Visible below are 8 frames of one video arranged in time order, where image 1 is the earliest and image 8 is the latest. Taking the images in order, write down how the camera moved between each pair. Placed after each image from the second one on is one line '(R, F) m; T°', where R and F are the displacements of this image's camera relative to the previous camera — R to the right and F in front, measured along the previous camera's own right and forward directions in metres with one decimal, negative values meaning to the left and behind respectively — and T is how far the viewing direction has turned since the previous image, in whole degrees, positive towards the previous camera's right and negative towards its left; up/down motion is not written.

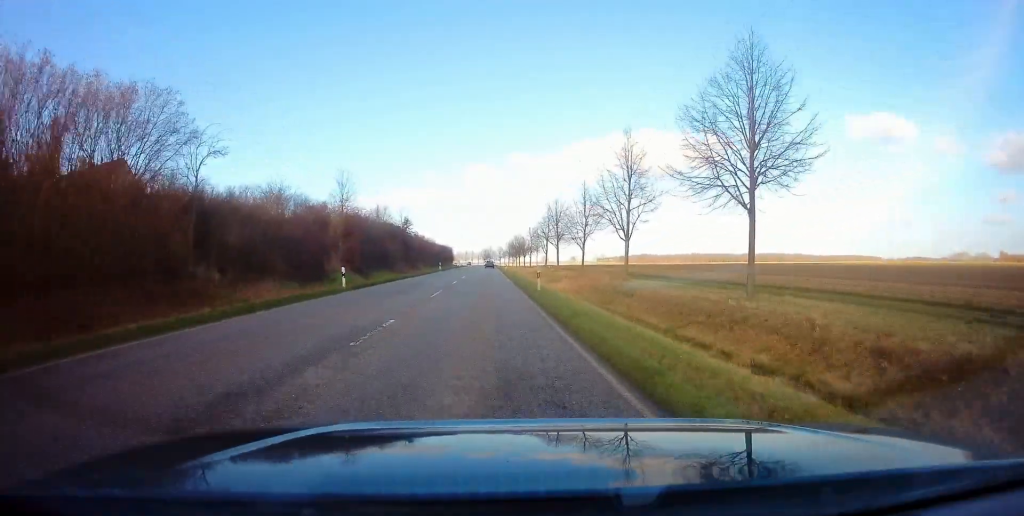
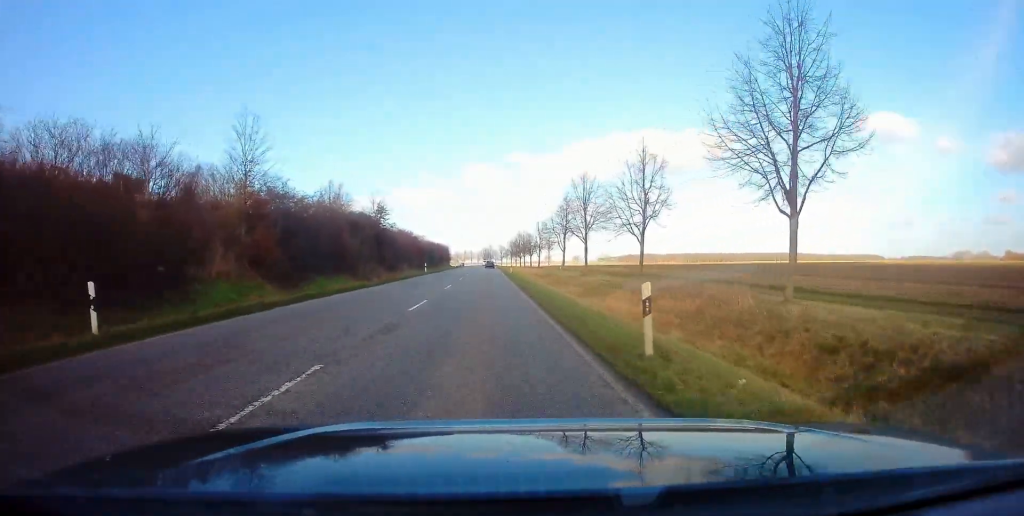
(+0.1, +17.5) m; 0°
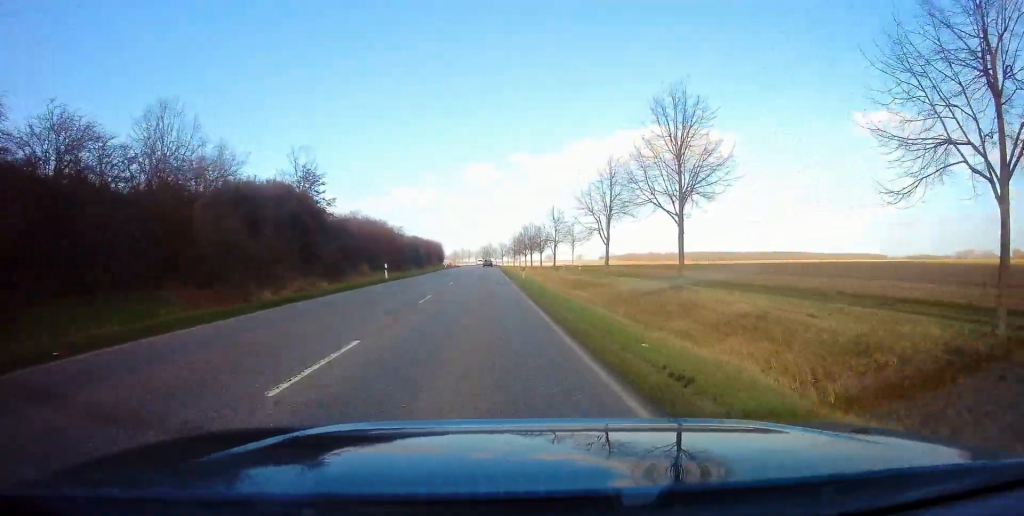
(-0.2, +22.0) m; 0°
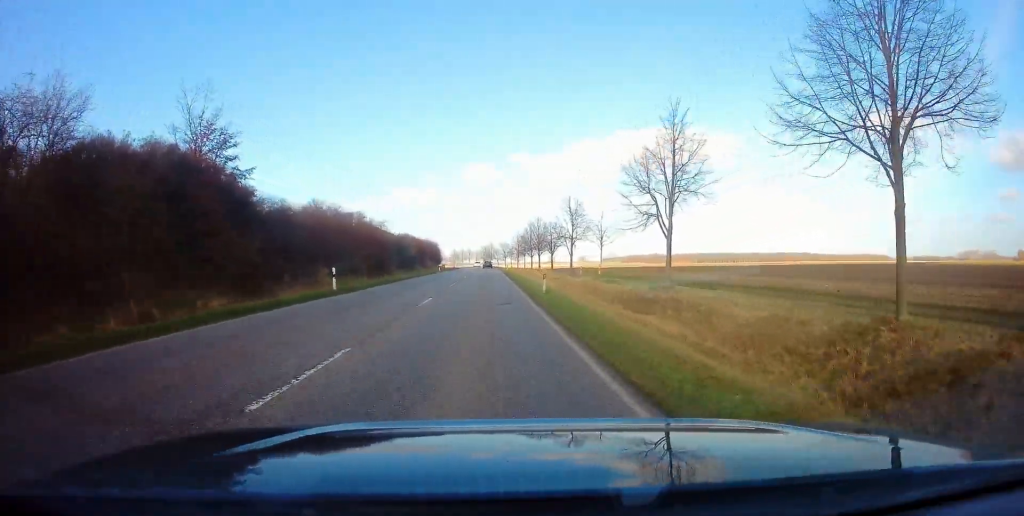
(0.0, +12.7) m; 0°
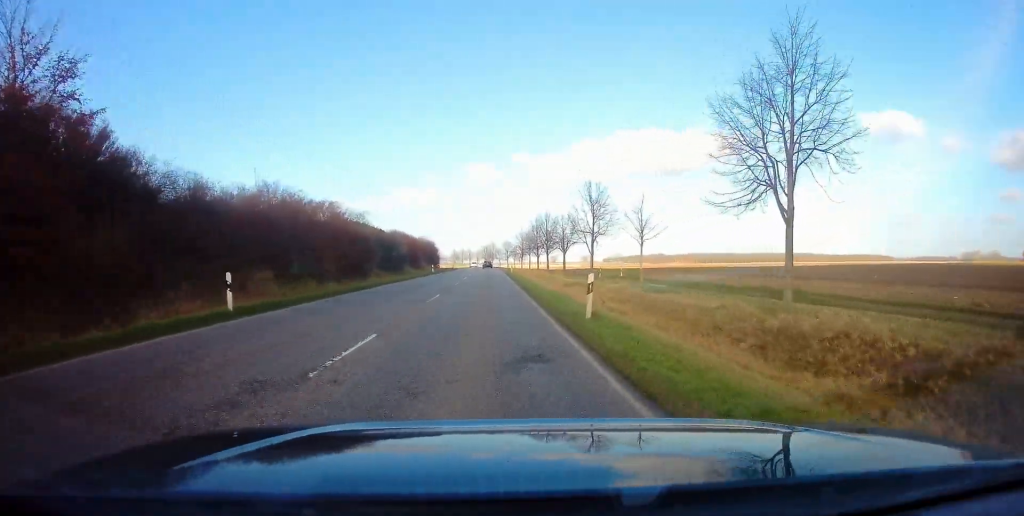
(+0.1, +10.2) m; 0°
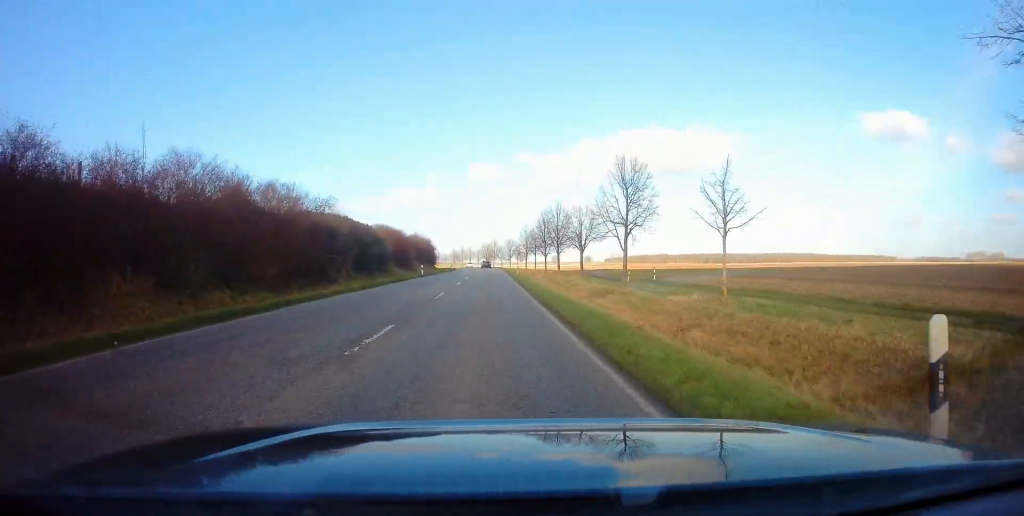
(-0.1, +10.6) m; 0°
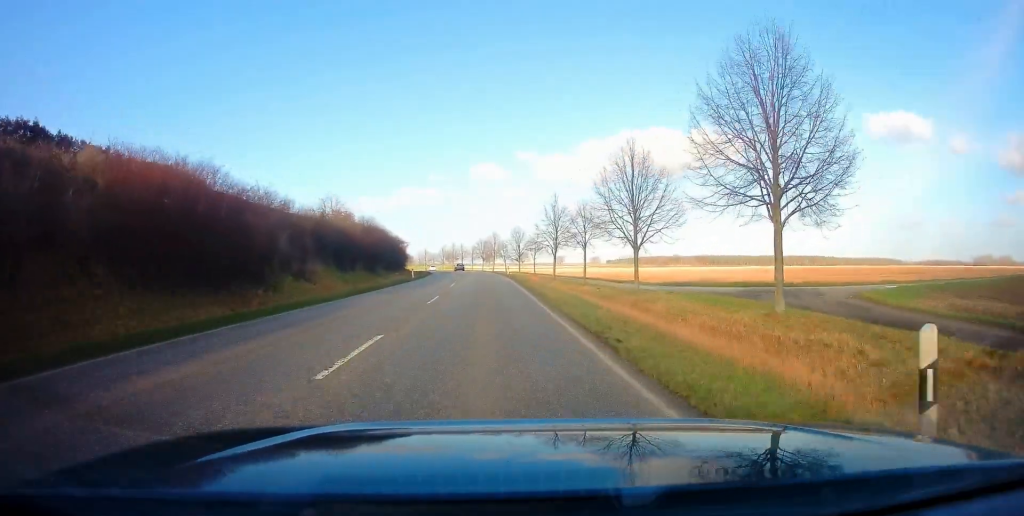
(-0.1, +49.5) m; -1°
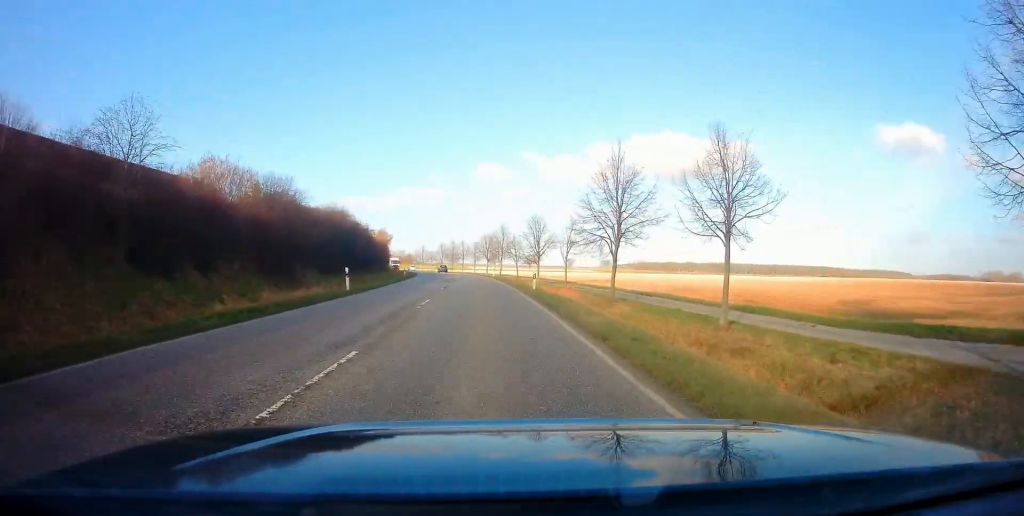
(-0.1, +26.0) m; 0°
